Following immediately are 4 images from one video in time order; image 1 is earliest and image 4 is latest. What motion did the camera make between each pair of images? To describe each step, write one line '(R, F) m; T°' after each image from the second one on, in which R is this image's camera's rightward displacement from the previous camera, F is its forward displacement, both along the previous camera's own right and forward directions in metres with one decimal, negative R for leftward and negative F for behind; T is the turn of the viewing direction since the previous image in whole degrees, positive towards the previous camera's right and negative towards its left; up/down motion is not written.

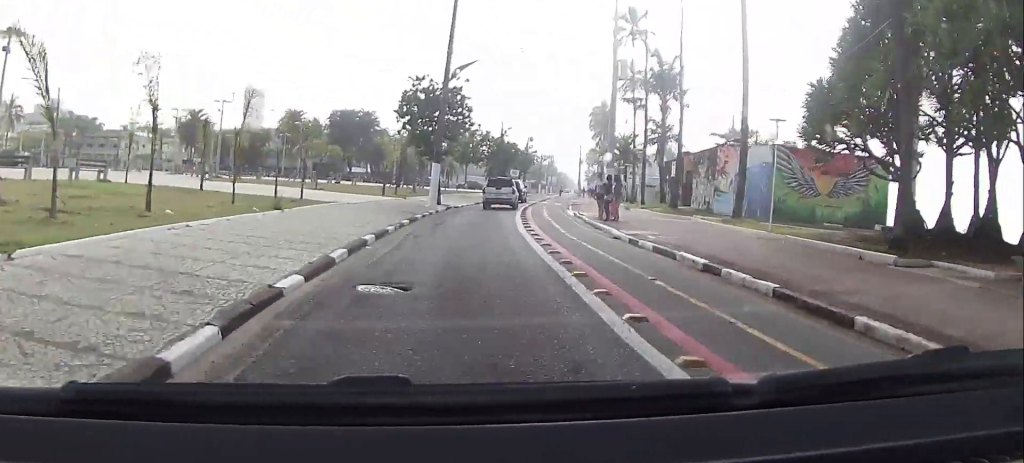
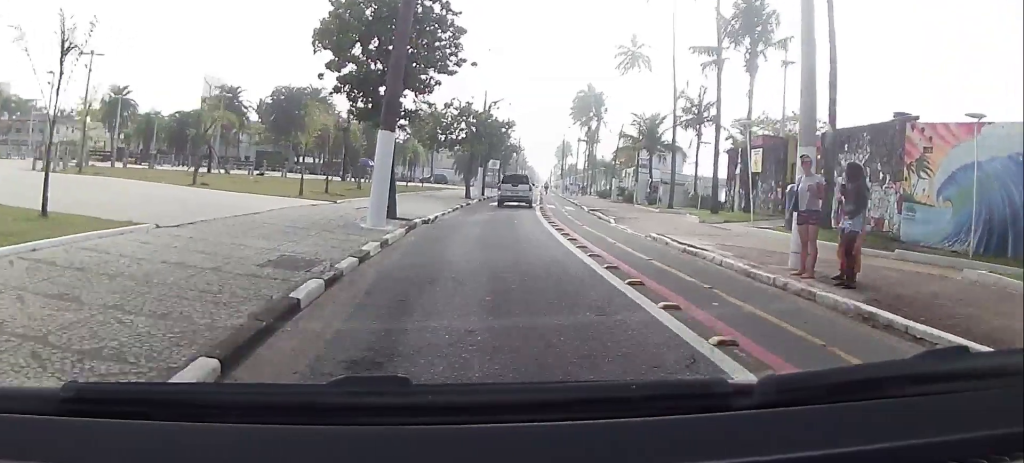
(+0.7, +16.2) m; +4°
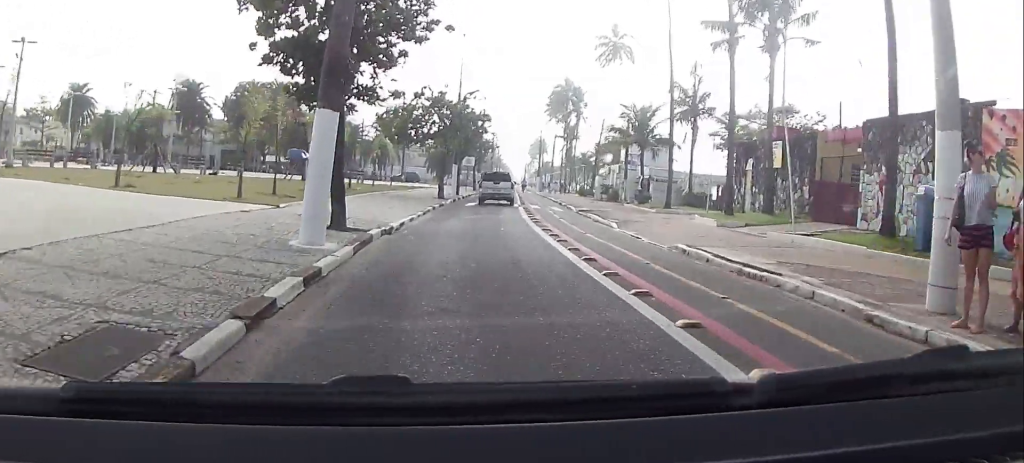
(-0.3, +4.2) m; +2°
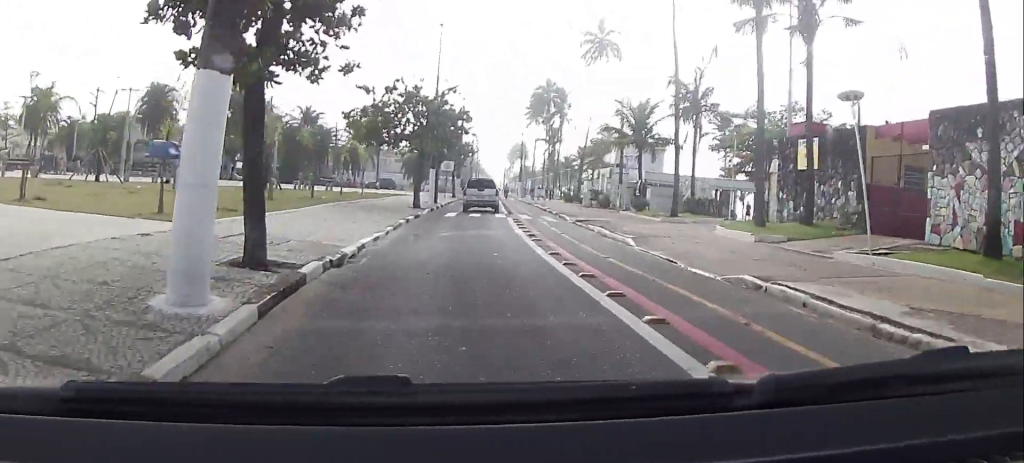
(+0.1, +4.2) m; +2°
